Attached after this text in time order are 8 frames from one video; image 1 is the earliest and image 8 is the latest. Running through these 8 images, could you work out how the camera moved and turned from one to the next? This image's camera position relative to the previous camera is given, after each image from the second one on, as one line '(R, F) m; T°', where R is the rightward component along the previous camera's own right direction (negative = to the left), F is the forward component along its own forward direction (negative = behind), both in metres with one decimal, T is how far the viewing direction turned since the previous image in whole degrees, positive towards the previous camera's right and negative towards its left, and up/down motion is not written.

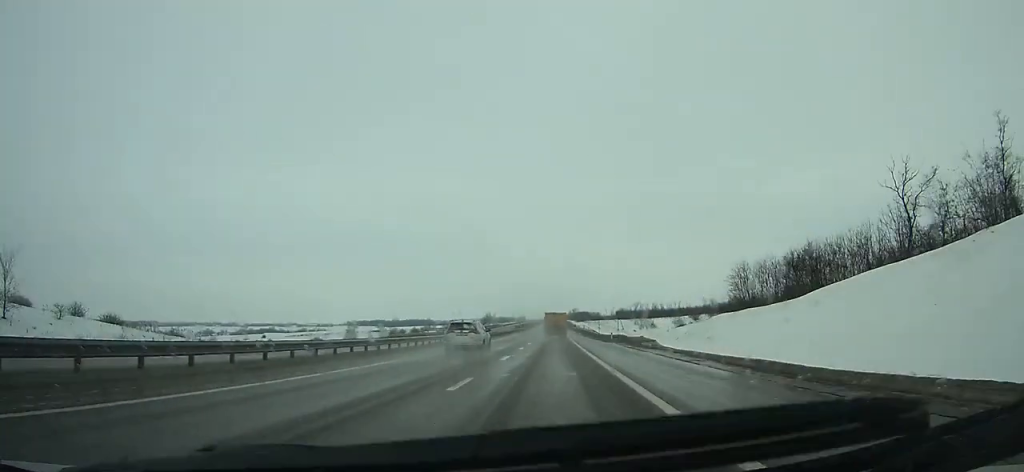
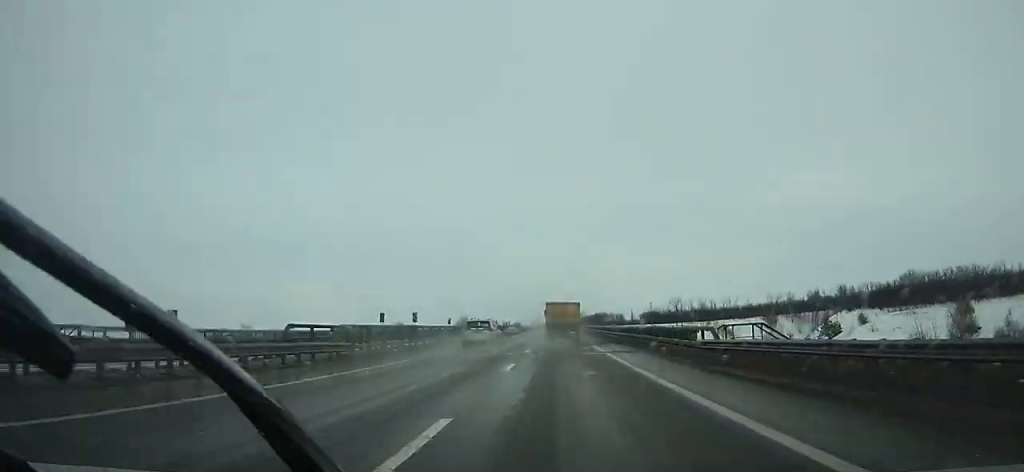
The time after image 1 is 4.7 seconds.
(-0.4, +122.6) m; 0°
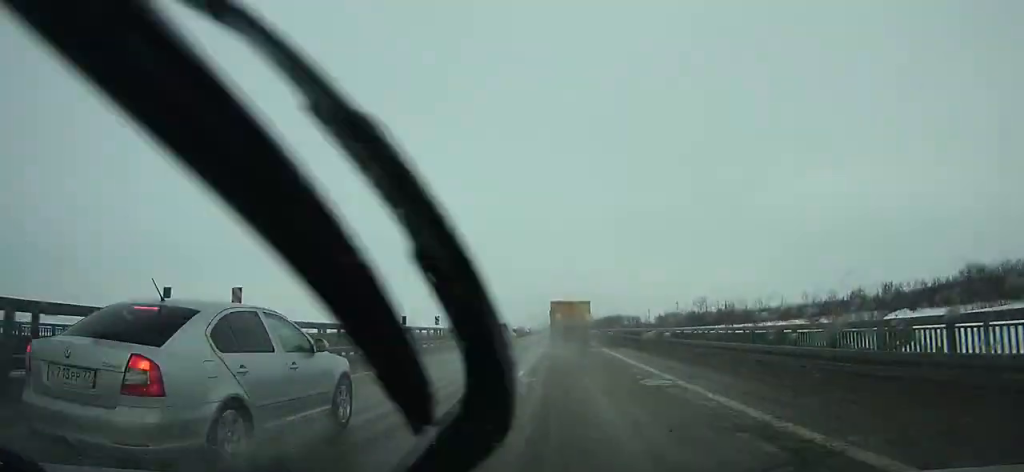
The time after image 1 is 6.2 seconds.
(0.0, +38.2) m; 0°
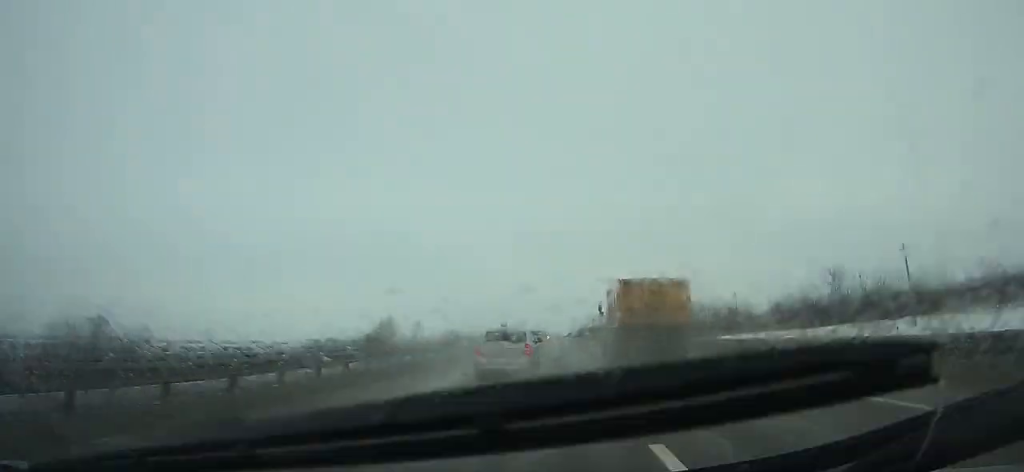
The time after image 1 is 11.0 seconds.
(+0.6, +120.7) m; +1°
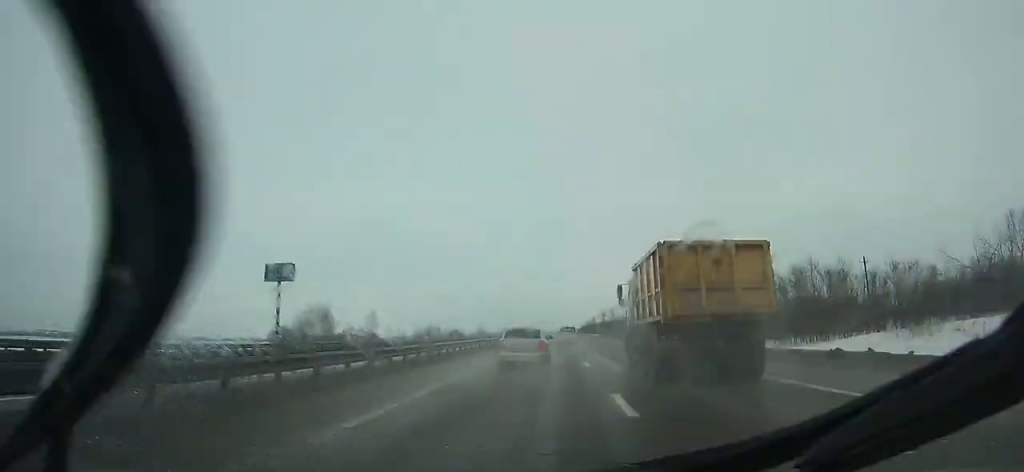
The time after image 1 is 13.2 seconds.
(+0.3, +55.8) m; 0°
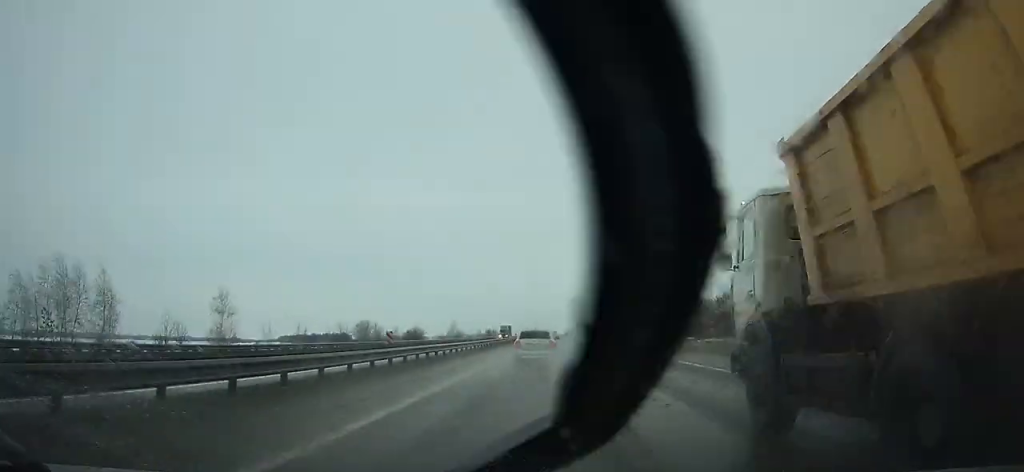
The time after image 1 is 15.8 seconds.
(+0.2, +67.0) m; 0°
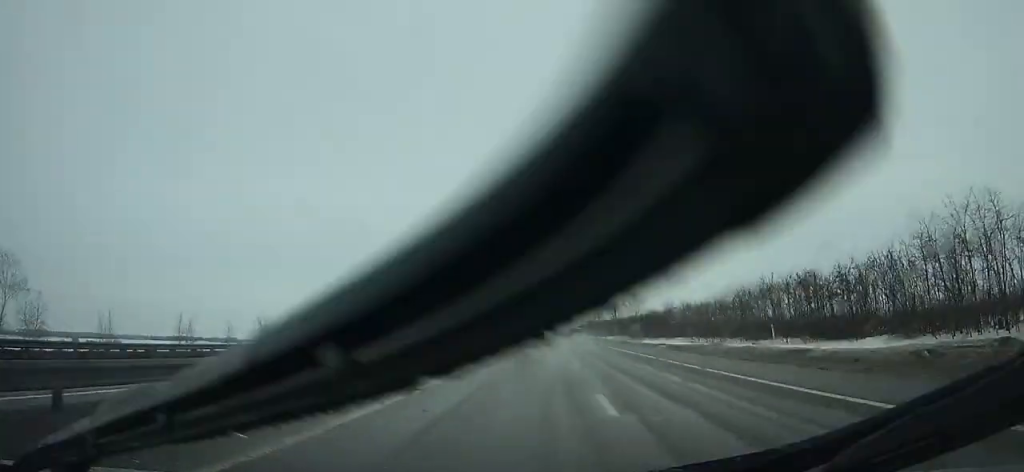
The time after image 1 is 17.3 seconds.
(+0.2, +39.3) m; 0°
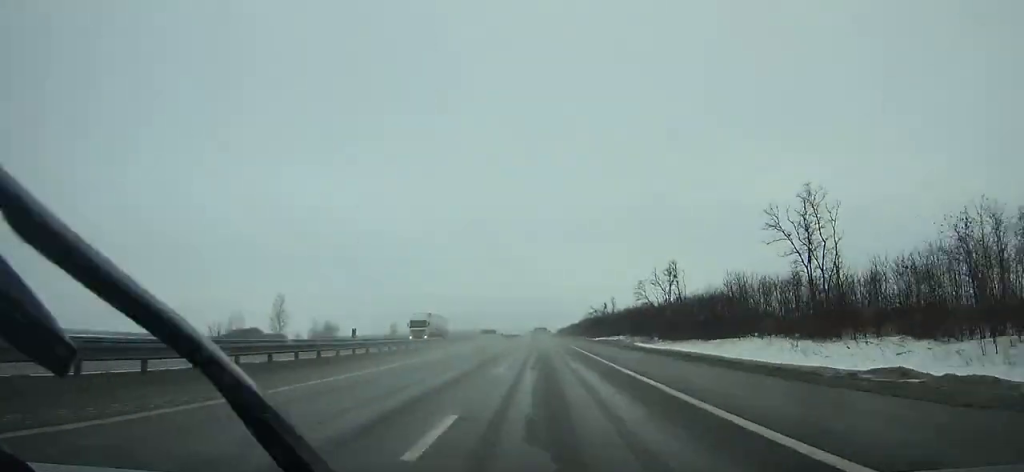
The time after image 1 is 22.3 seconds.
(+0.1, +132.8) m; 0°
